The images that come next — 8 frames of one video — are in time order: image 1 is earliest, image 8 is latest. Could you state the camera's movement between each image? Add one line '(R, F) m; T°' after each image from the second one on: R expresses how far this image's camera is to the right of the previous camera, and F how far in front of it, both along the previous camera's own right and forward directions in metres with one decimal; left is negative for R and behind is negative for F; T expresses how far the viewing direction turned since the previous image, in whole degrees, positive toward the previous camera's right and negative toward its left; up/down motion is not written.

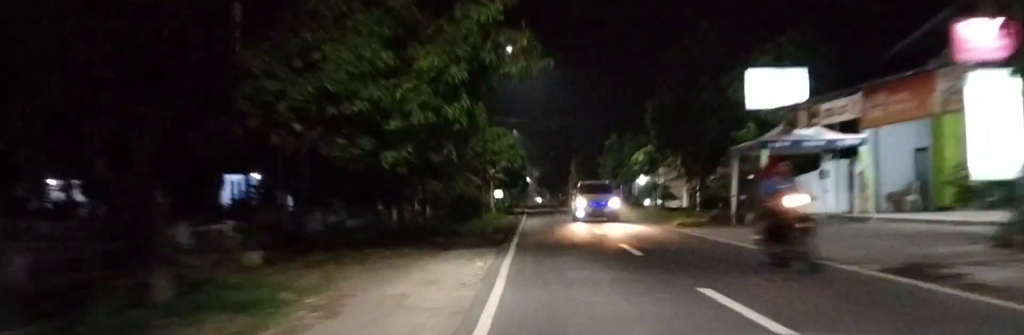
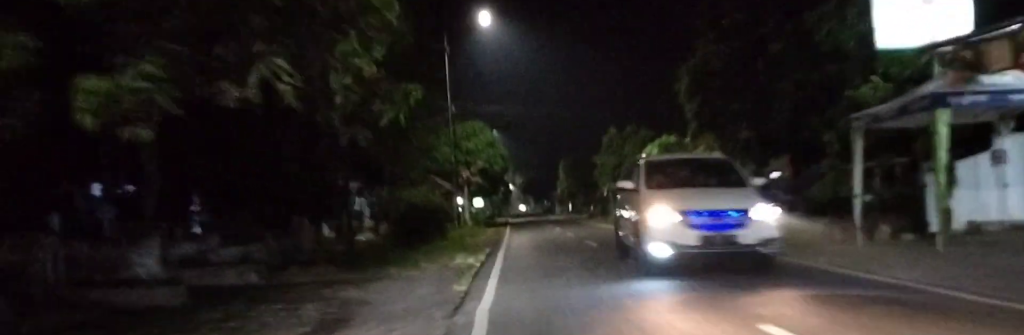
(0.0, +9.7) m; 0°
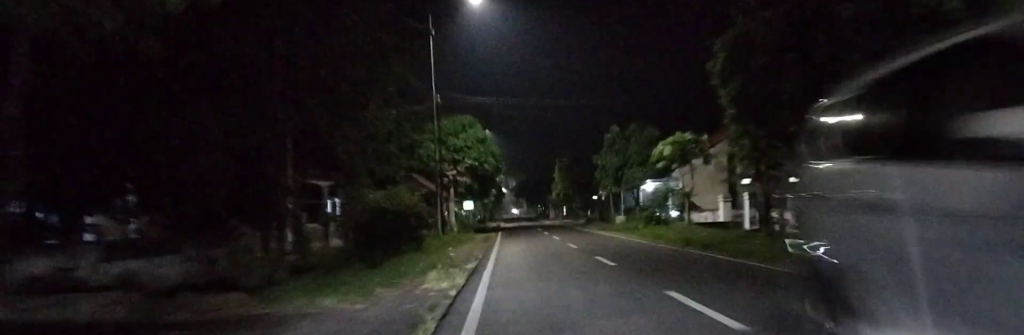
(0.0, +4.4) m; 0°
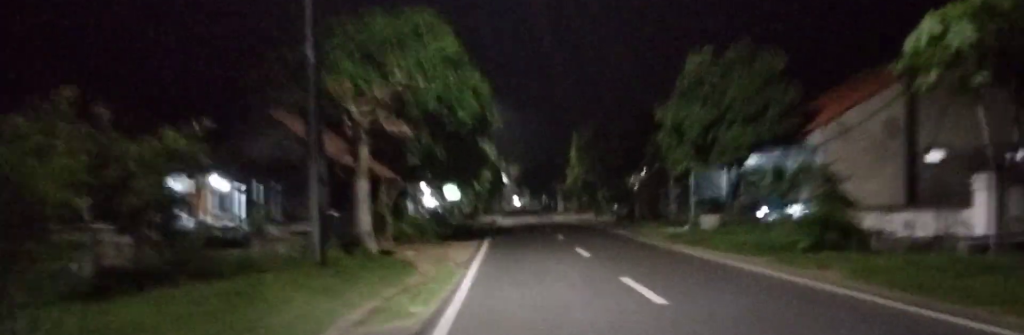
(-0.6, +20.6) m; -1°
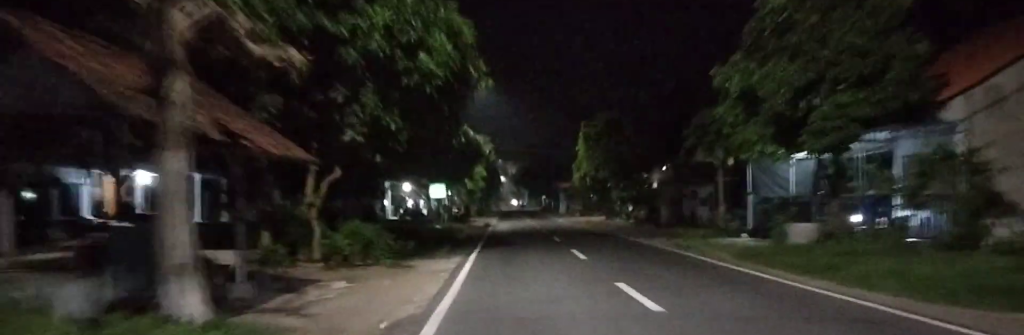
(+0.3, +8.3) m; +1°
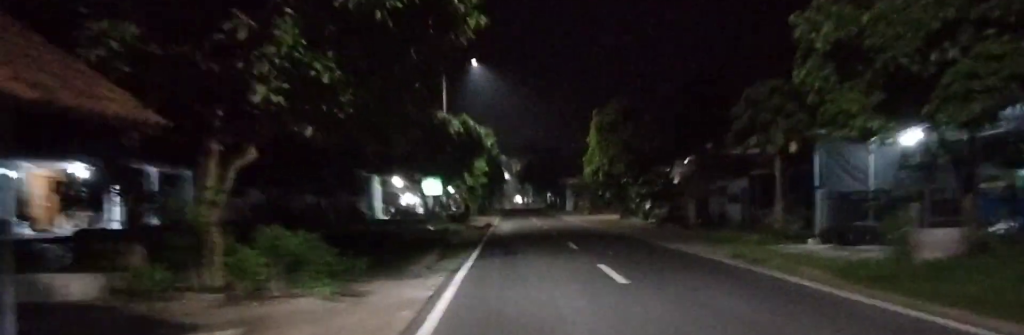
(+0.1, +5.5) m; 0°
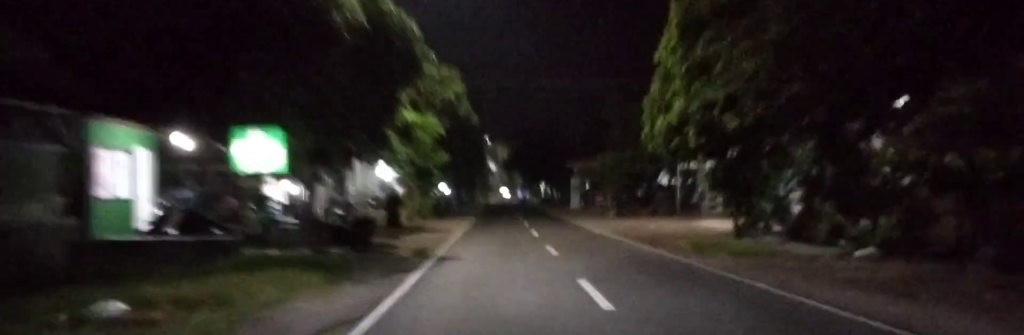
(+0.1, +25.8) m; 0°
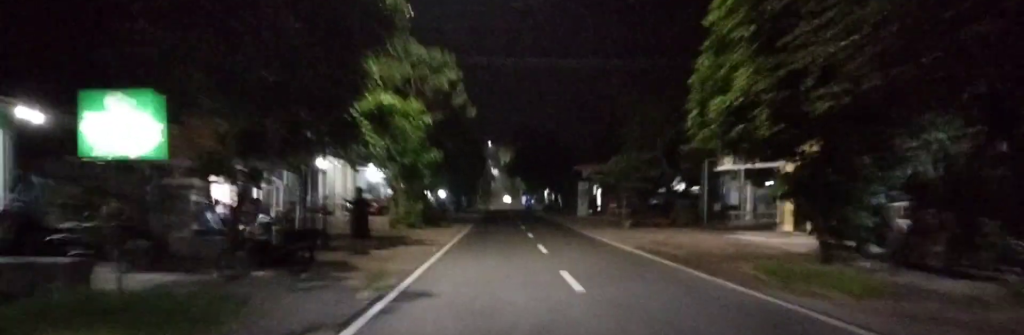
(0.0, +5.4) m; 0°
